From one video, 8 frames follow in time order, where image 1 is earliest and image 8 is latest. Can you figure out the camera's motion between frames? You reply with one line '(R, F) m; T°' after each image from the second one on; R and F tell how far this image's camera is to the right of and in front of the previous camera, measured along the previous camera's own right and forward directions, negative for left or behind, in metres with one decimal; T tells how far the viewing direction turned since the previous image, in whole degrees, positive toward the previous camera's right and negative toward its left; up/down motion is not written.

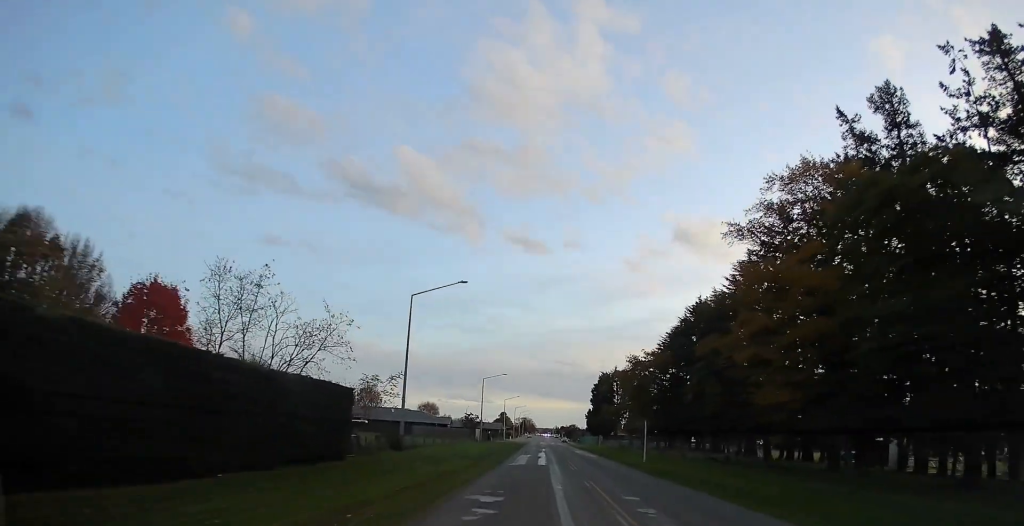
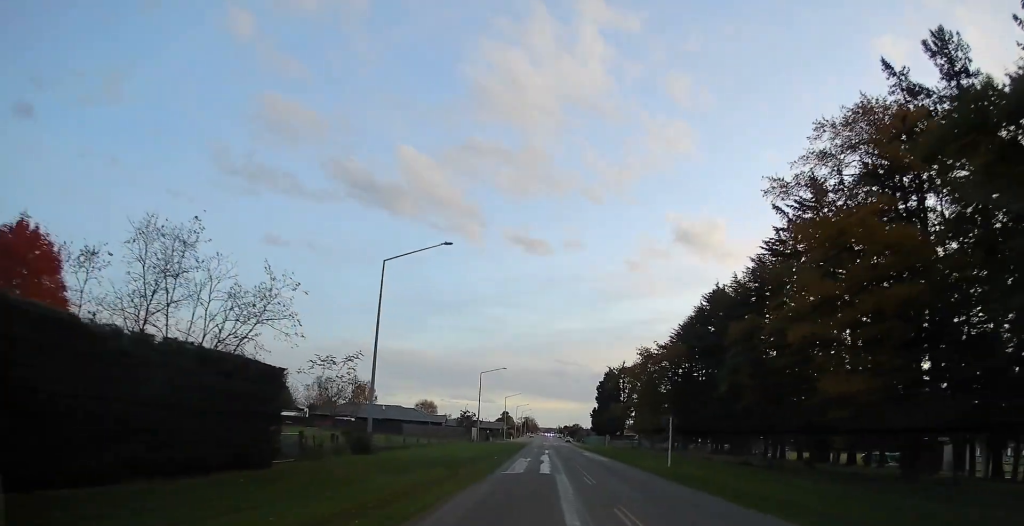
(+0.1, +8.7) m; +1°
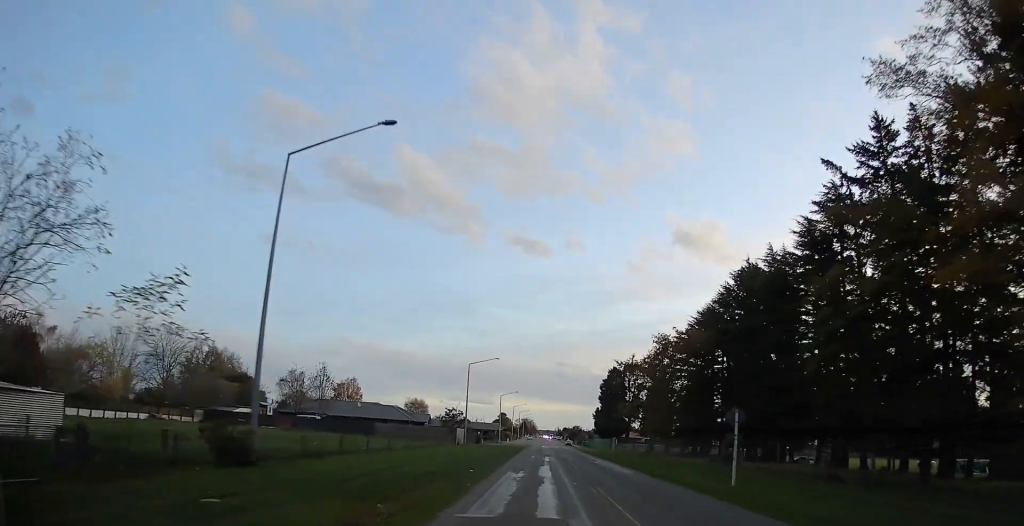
(0.0, +14.1) m; 0°
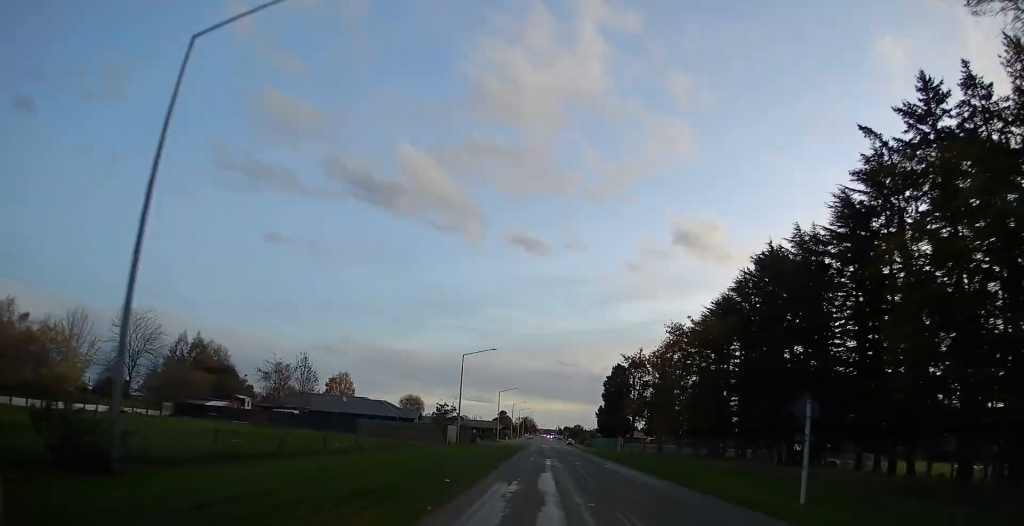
(0.0, +7.3) m; 0°
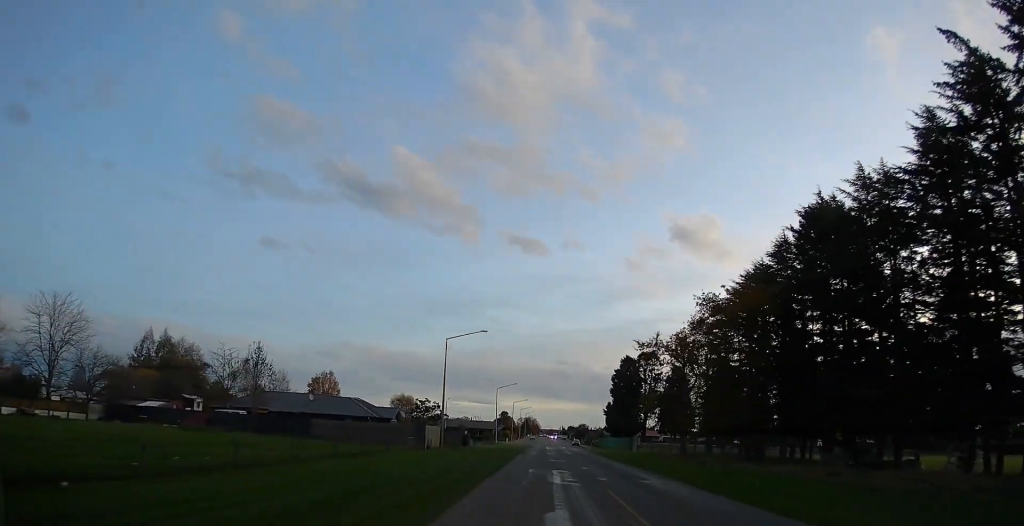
(0.0, +13.8) m; 0°
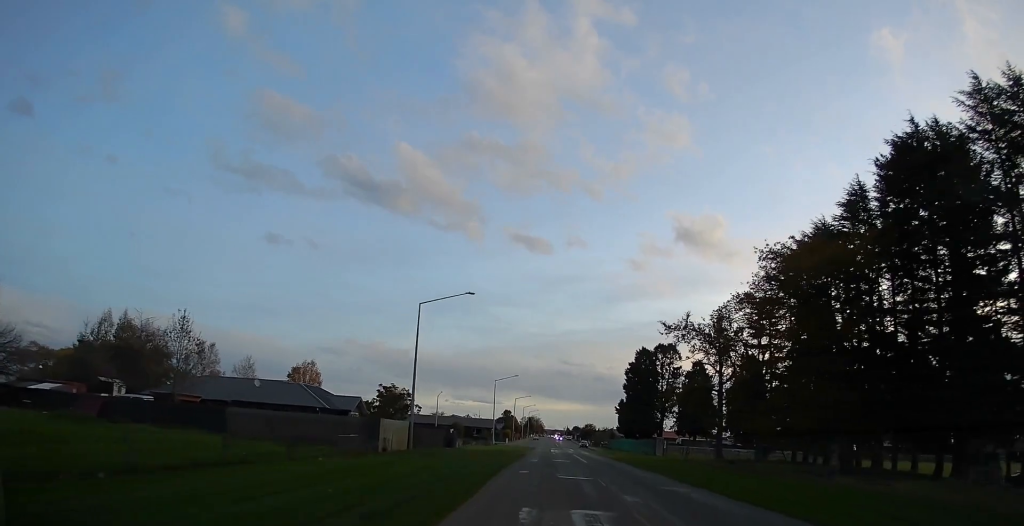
(-0.1, +15.8) m; -1°
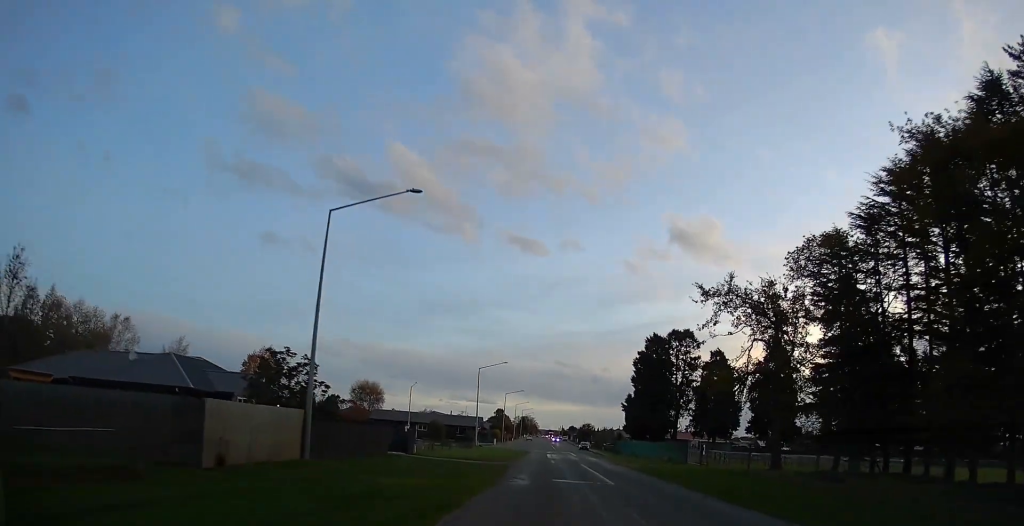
(0.0, +19.2) m; +1°
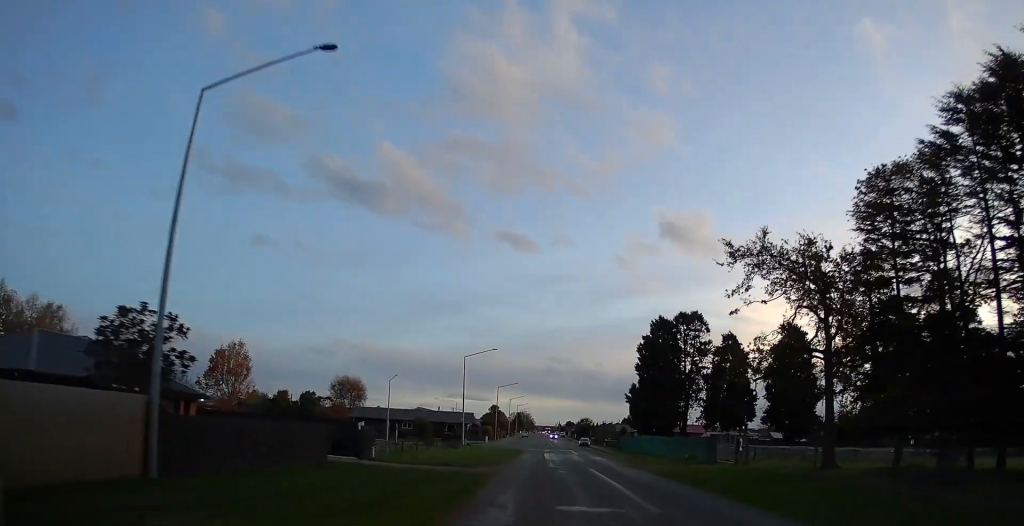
(+0.1, +10.5) m; 0°
